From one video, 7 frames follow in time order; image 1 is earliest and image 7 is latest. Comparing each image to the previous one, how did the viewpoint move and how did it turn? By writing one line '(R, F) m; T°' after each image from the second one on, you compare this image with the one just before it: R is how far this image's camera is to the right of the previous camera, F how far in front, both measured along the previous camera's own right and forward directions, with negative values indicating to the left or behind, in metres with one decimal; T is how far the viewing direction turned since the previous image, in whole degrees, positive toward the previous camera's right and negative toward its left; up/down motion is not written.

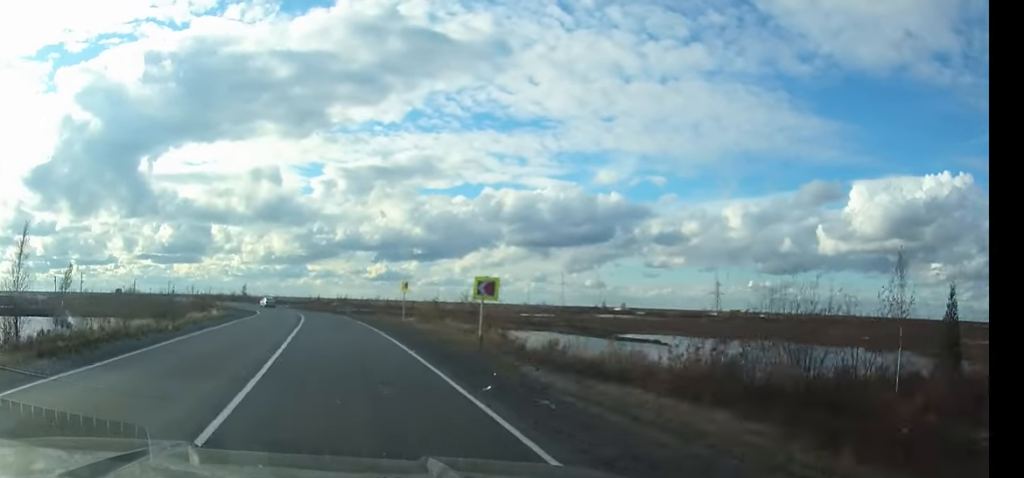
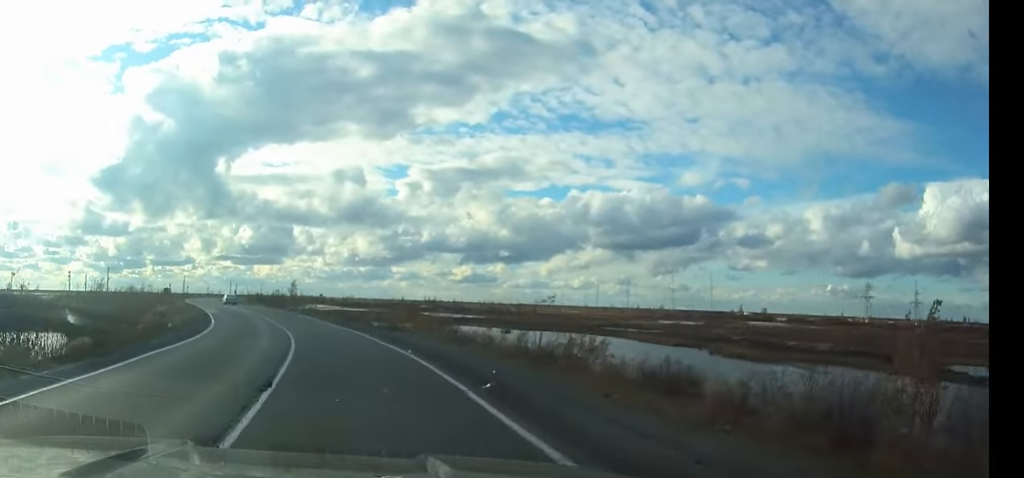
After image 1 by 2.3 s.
(-4.9, +49.3) m; -13°
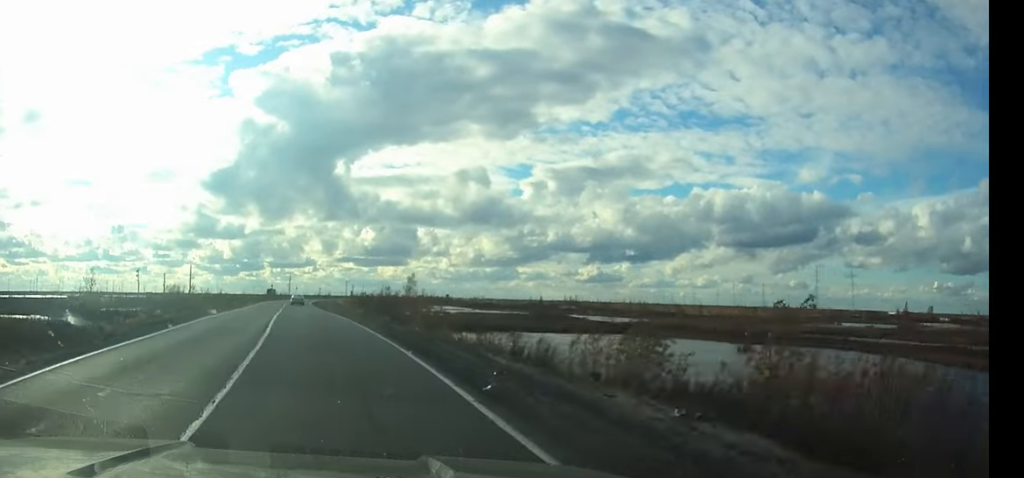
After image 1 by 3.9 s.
(-2.4, +33.2) m; -7°
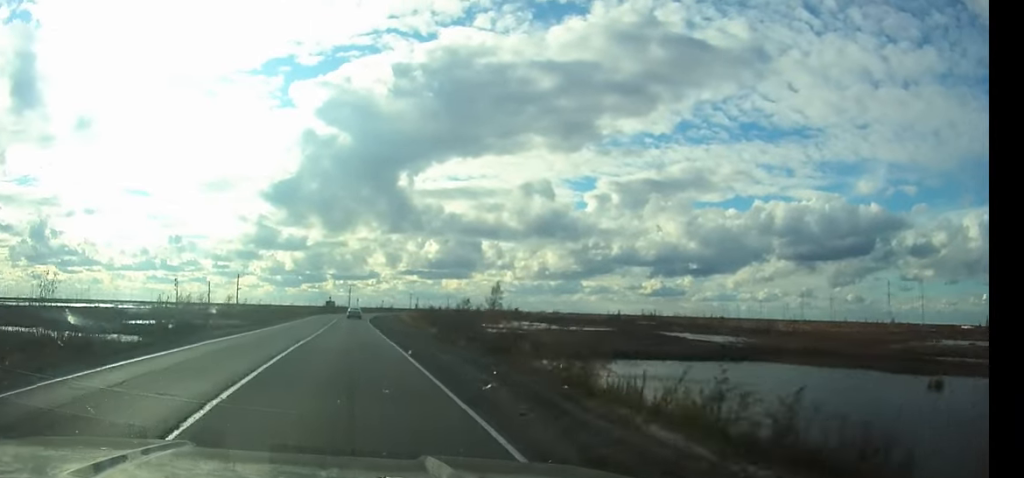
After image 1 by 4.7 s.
(-0.7, +17.0) m; -2°
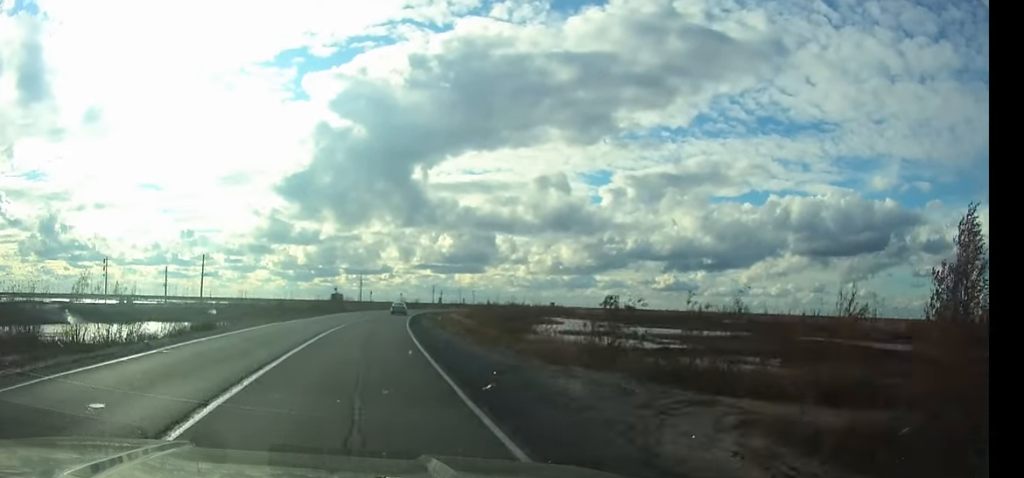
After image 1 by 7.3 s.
(-1.4, +53.5) m; -1°
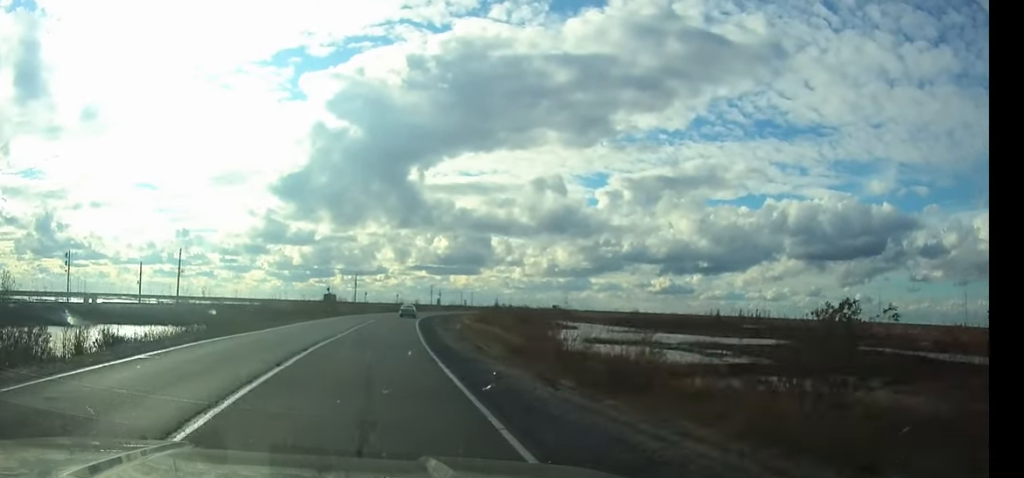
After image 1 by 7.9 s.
(-0.1, +13.8) m; +1°
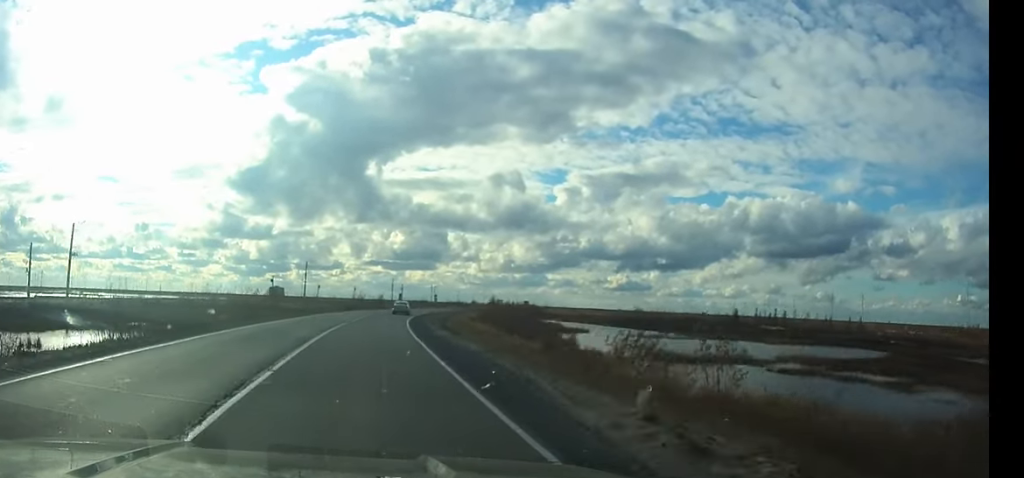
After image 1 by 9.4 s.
(+0.7, +30.7) m; +4°
